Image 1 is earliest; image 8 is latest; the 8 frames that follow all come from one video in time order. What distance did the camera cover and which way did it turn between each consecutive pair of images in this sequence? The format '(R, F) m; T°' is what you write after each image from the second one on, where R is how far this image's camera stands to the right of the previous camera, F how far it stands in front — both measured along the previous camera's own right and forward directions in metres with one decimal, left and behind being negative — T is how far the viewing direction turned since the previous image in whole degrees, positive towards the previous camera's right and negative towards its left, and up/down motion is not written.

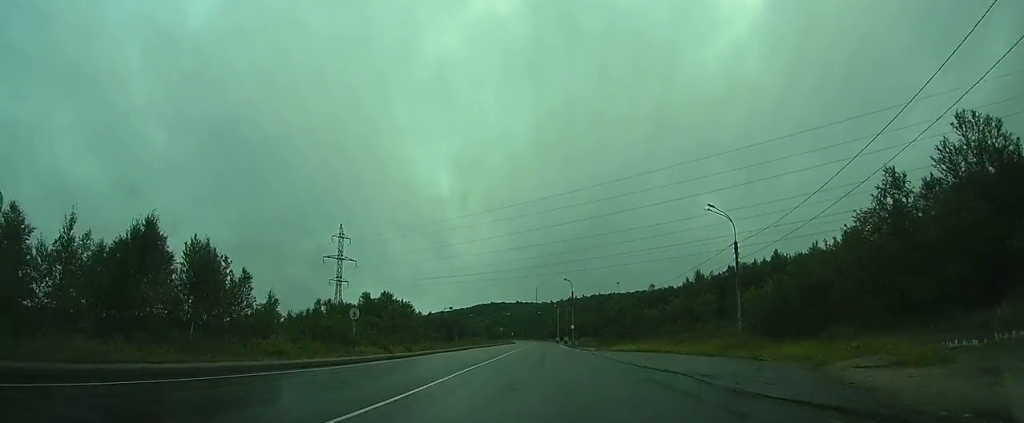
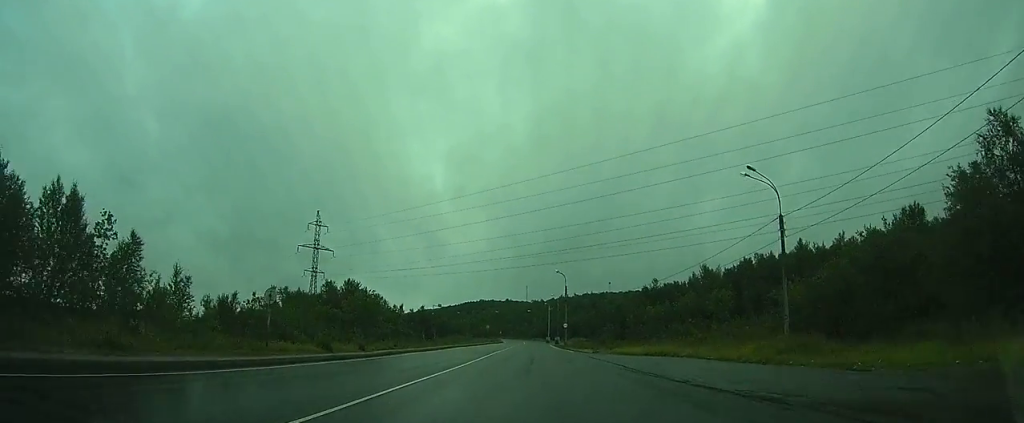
(-0.2, +10.0) m; -1°
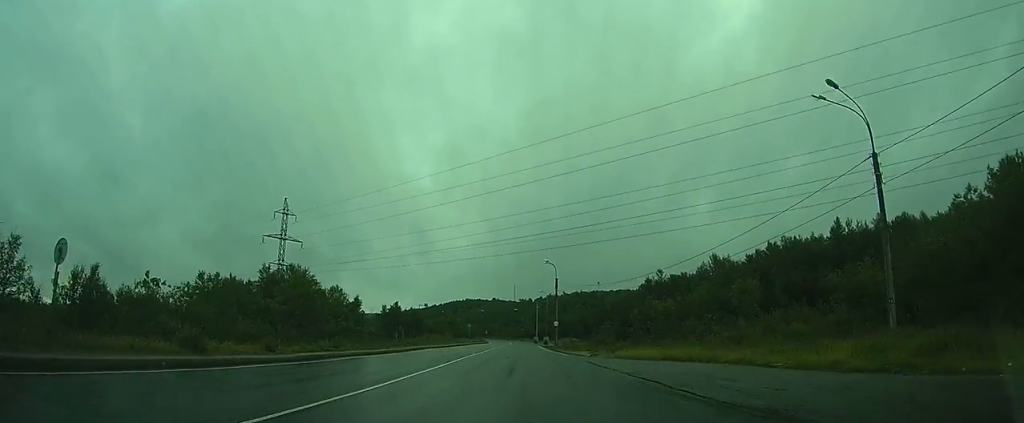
(0.0, +11.6) m; -1°
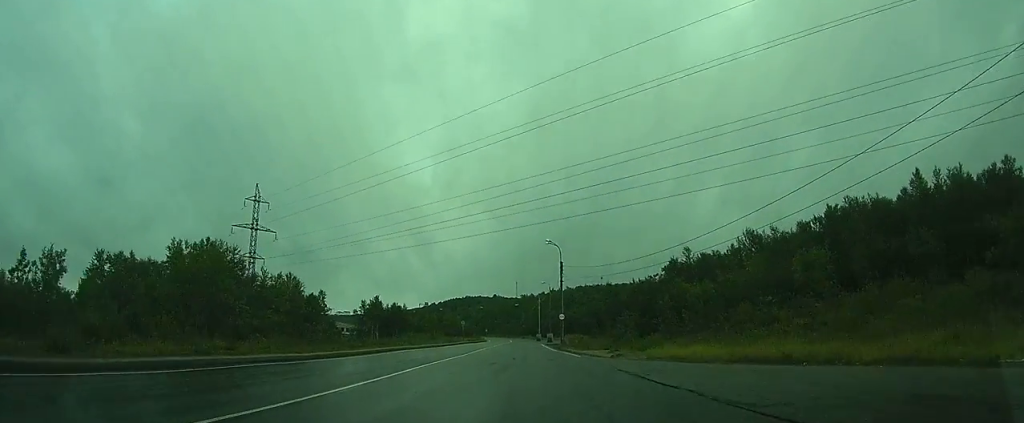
(-0.3, +13.3) m; -2°
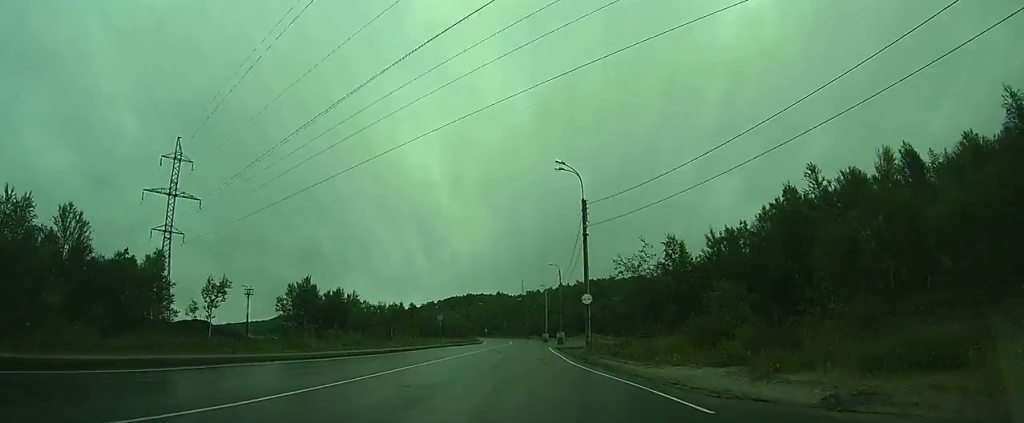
(-1.4, +28.6) m; -5°
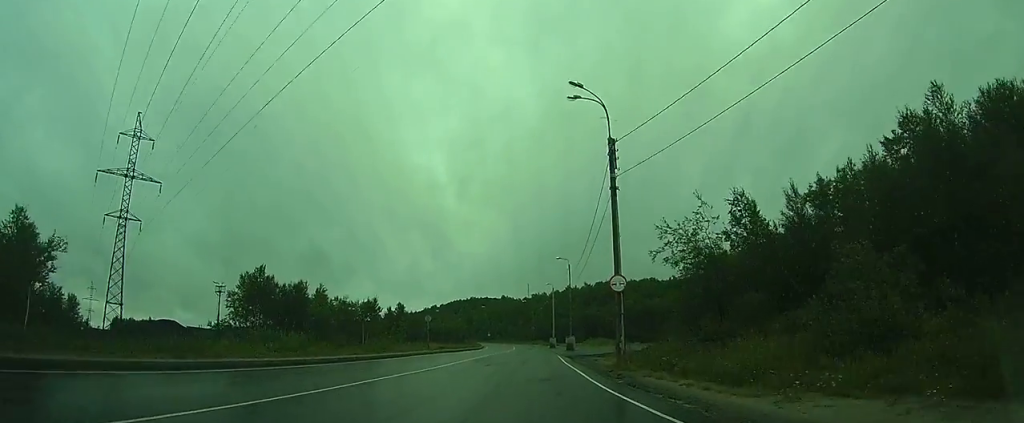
(0.0, +11.8) m; 0°
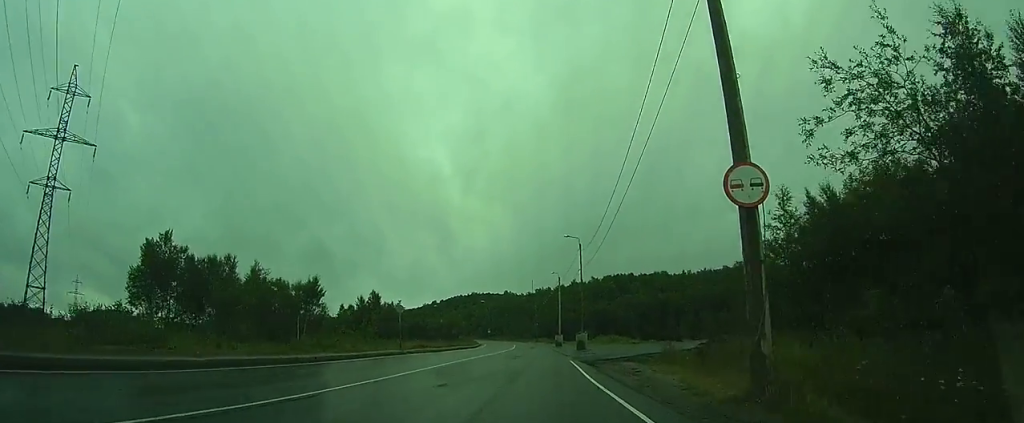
(+0.1, +14.4) m; 0°
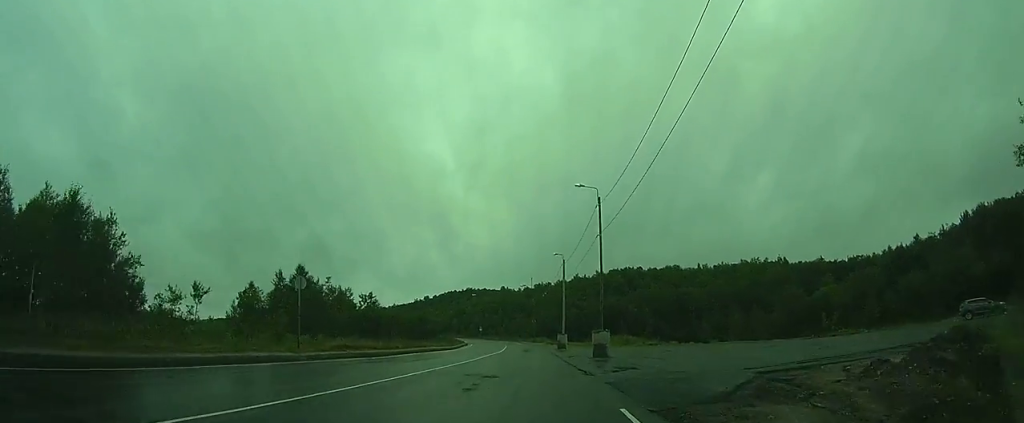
(-0.3, +21.1) m; 0°
